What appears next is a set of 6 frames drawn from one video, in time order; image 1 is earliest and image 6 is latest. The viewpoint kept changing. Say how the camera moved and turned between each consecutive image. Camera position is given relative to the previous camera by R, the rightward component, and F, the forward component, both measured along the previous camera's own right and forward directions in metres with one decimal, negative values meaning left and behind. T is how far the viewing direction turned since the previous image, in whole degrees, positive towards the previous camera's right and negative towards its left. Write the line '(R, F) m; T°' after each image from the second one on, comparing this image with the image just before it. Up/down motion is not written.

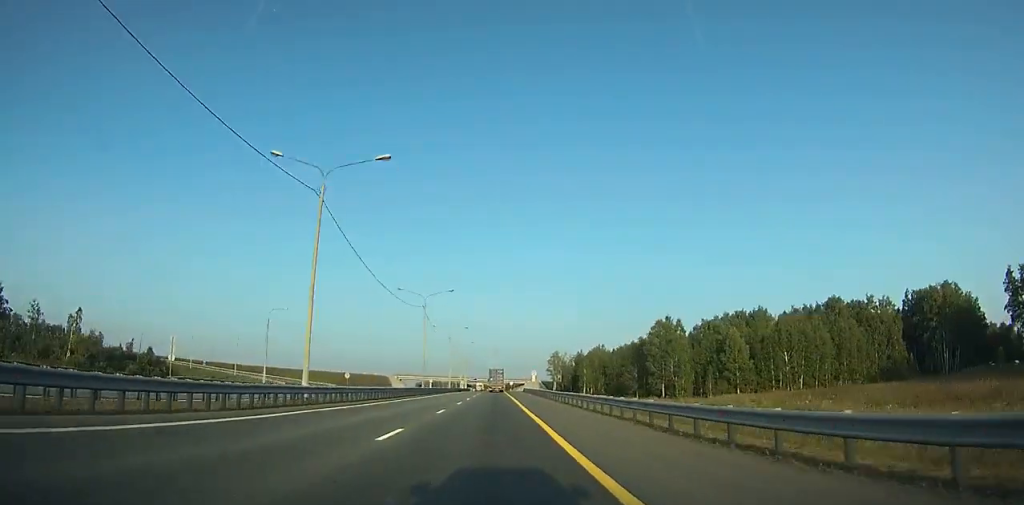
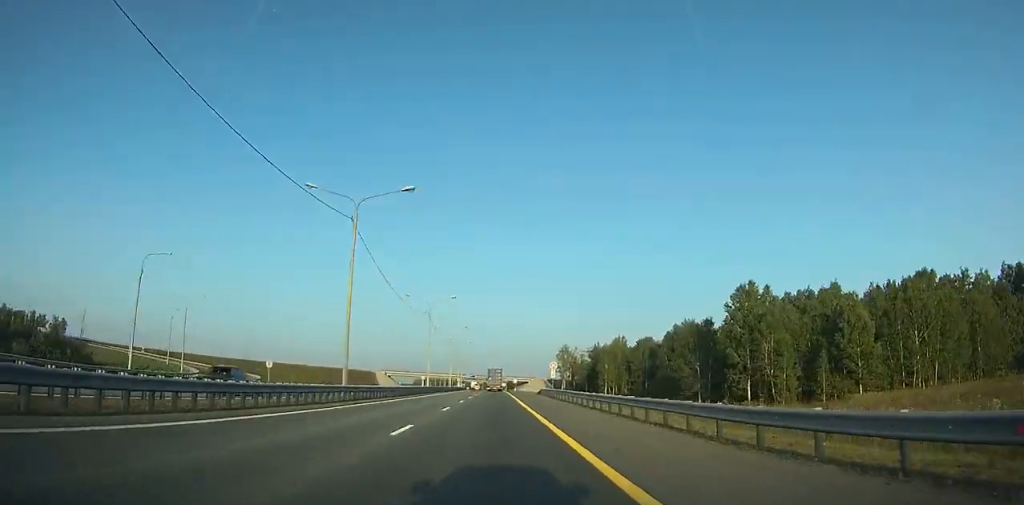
(0.0, +35.0) m; 0°
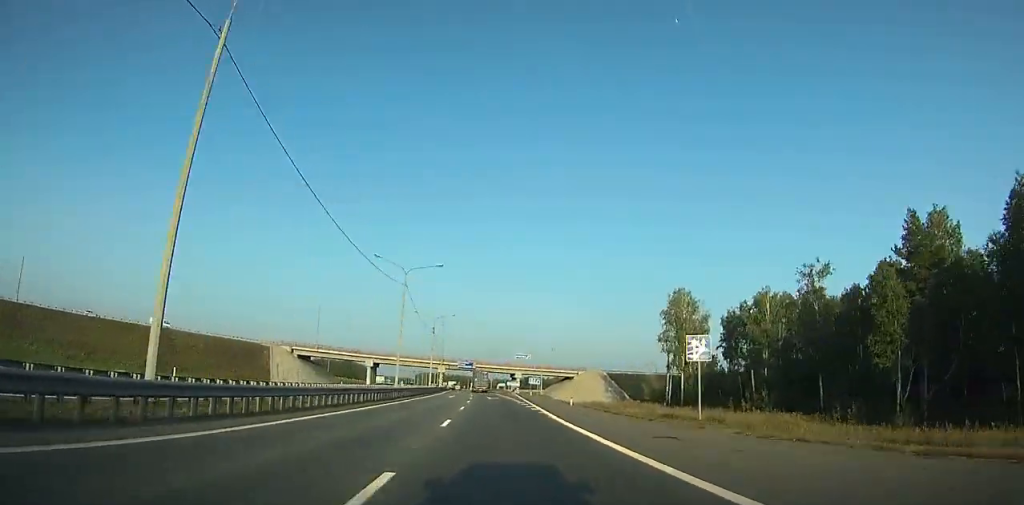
(-0.3, +139.1) m; -1°
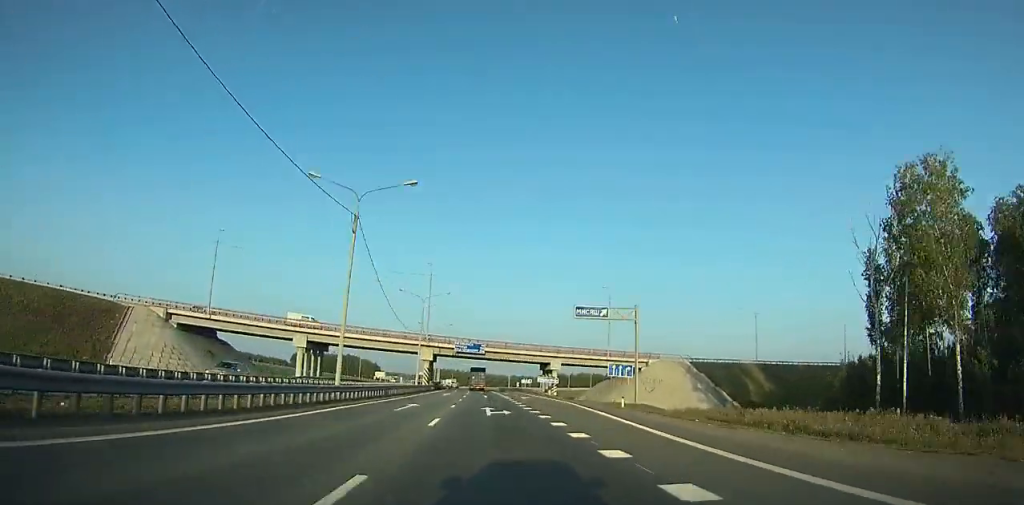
(-0.2, +59.1) m; -1°
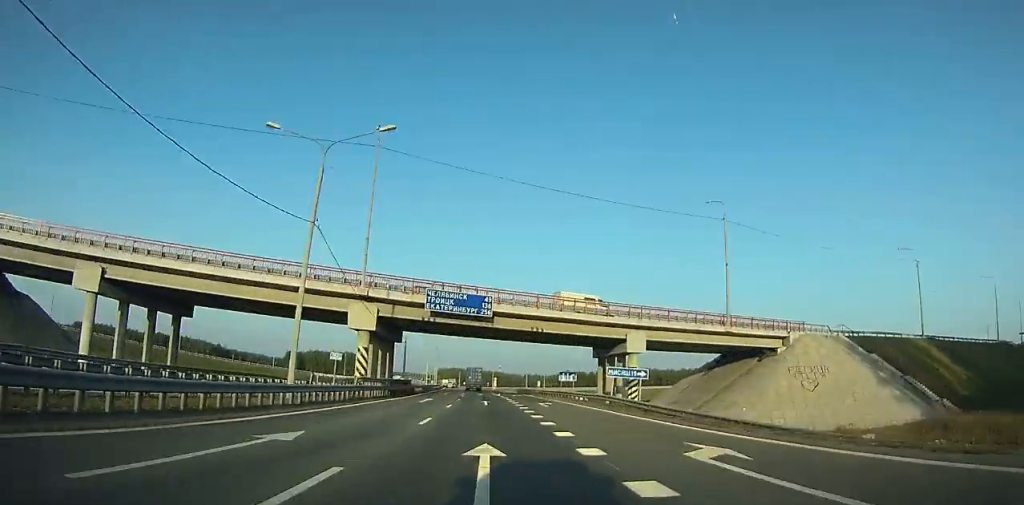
(-0.2, +46.7) m; -1°
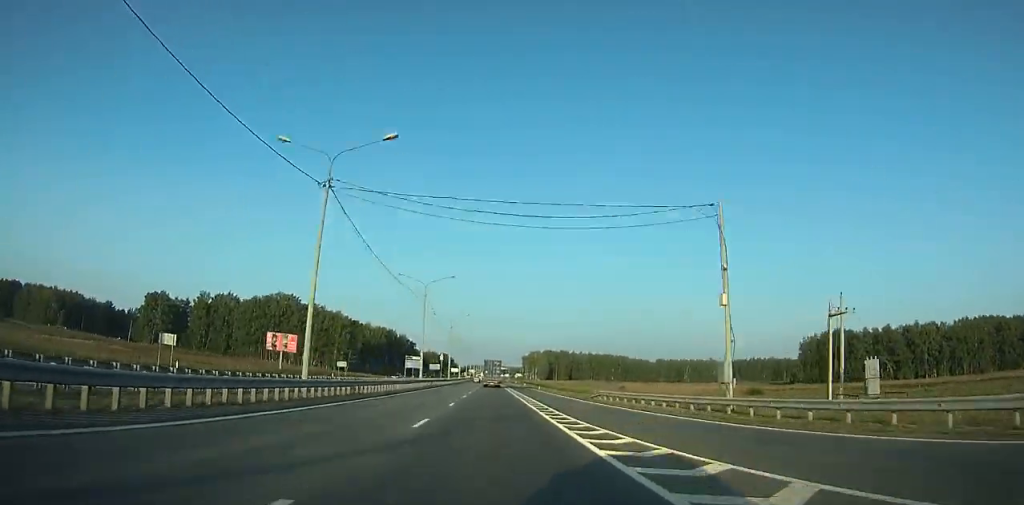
(-26.3, +312.2) m; -9°
